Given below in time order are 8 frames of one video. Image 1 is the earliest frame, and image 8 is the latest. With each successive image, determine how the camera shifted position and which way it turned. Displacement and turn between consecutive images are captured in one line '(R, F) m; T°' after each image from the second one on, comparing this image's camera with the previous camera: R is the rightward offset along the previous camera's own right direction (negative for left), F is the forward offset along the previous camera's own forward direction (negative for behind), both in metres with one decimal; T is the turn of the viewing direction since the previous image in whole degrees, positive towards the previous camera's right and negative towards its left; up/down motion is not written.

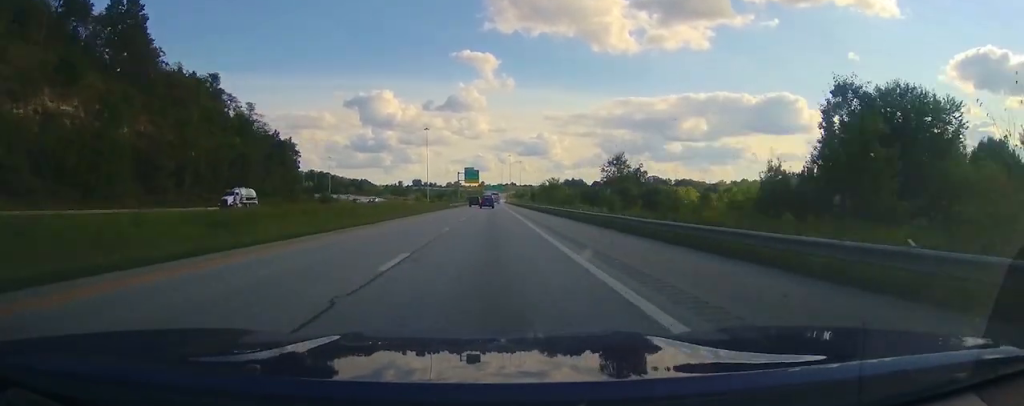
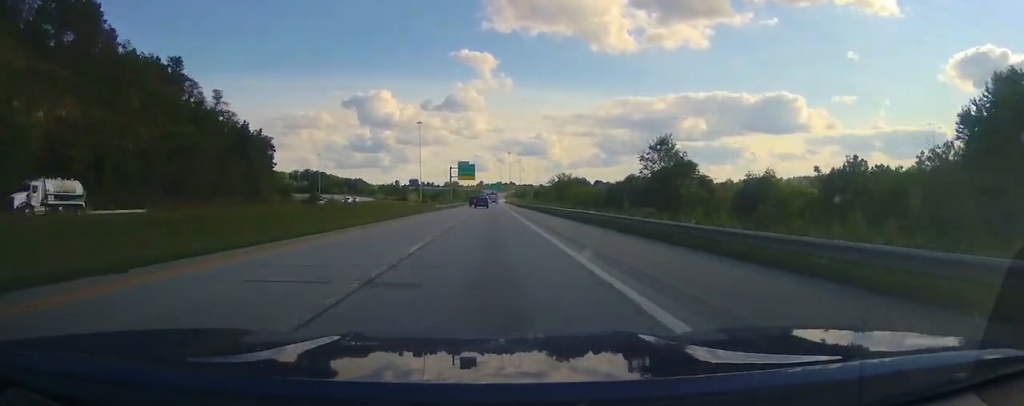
(0.0, +21.3) m; 0°
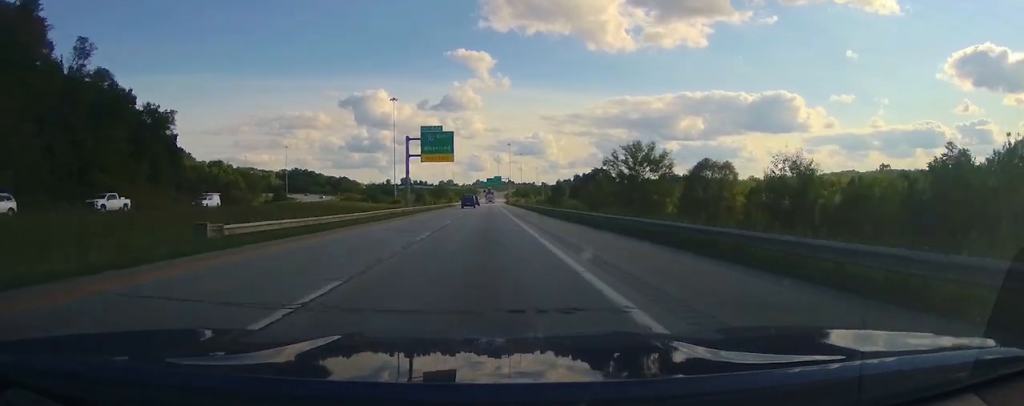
(0.0, +56.3) m; 0°
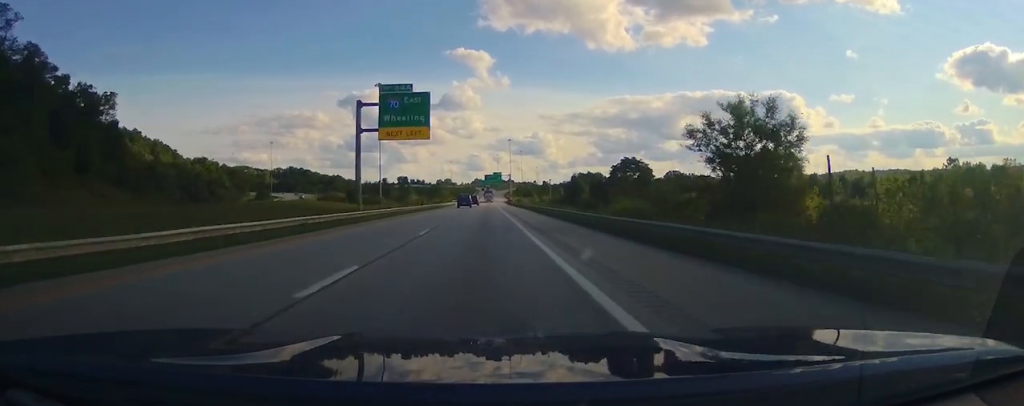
(0.0, +22.3) m; 0°
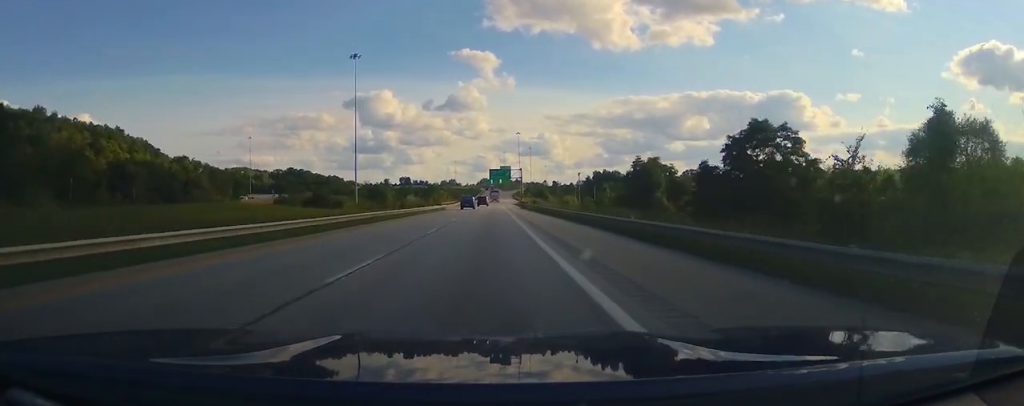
(+0.1, +35.1) m; 0°
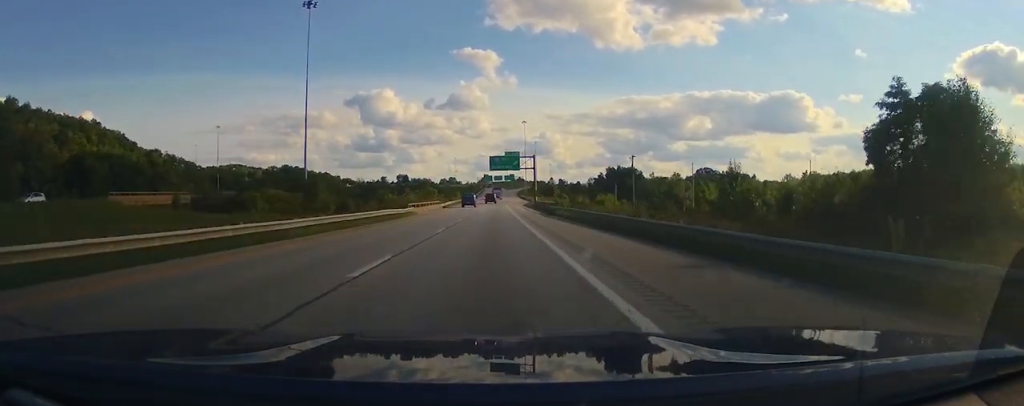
(0.0, +35.2) m; 0°
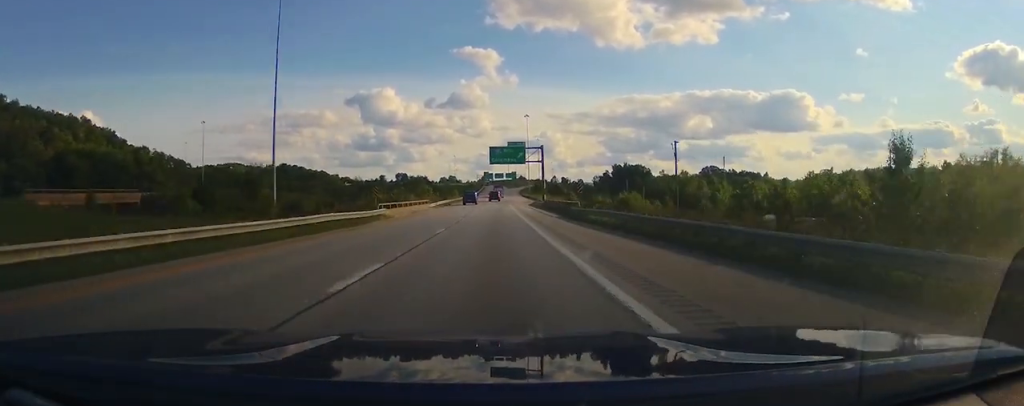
(0.0, +13.9) m; 0°
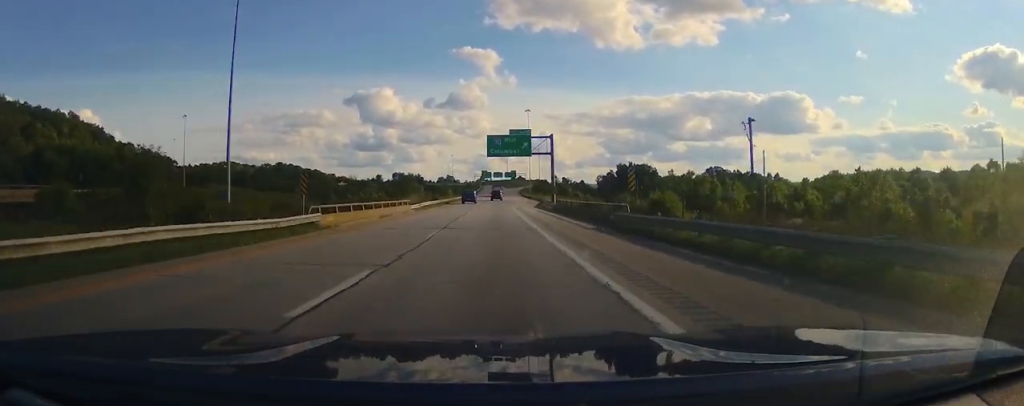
(0.0, +13.9) m; 0°
